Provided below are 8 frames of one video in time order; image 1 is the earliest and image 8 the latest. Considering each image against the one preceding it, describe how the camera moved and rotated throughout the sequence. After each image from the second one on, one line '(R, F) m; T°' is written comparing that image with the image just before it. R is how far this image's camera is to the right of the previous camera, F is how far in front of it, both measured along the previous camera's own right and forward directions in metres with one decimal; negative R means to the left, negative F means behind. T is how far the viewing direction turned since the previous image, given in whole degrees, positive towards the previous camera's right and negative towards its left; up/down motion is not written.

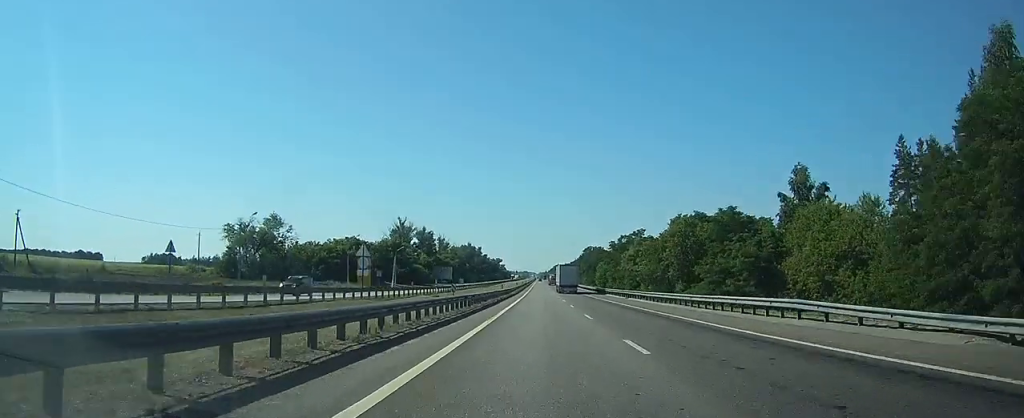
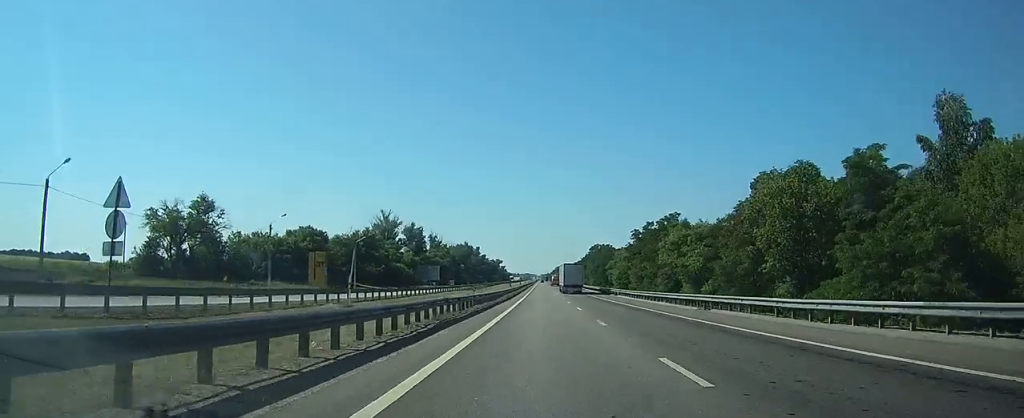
(0.0, +27.7) m; 0°
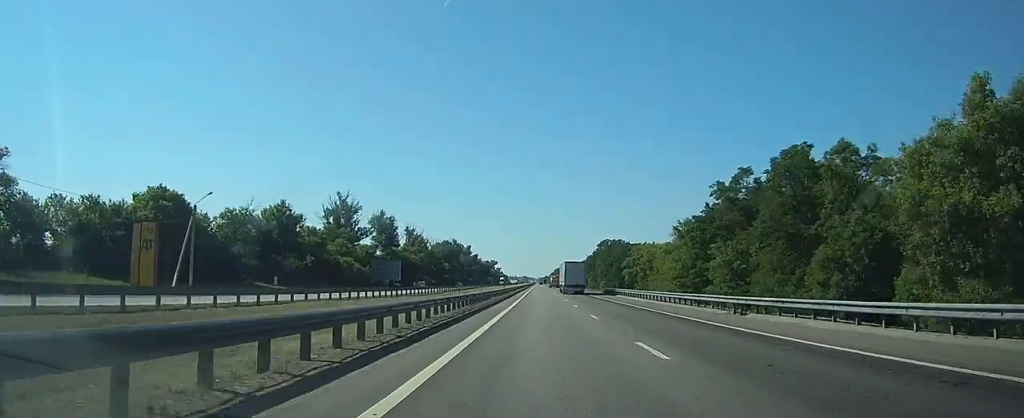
(-0.1, +44.7) m; 0°
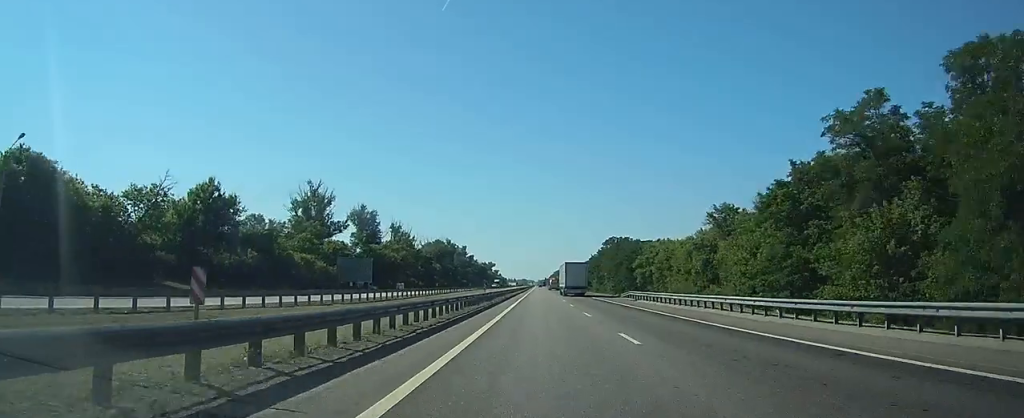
(0.0, +20.5) m; 0°
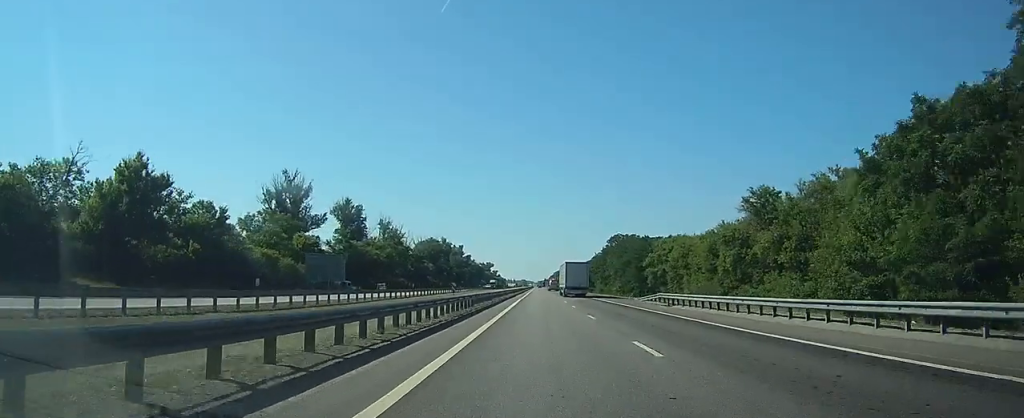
(0.0, +13.7) m; 0°
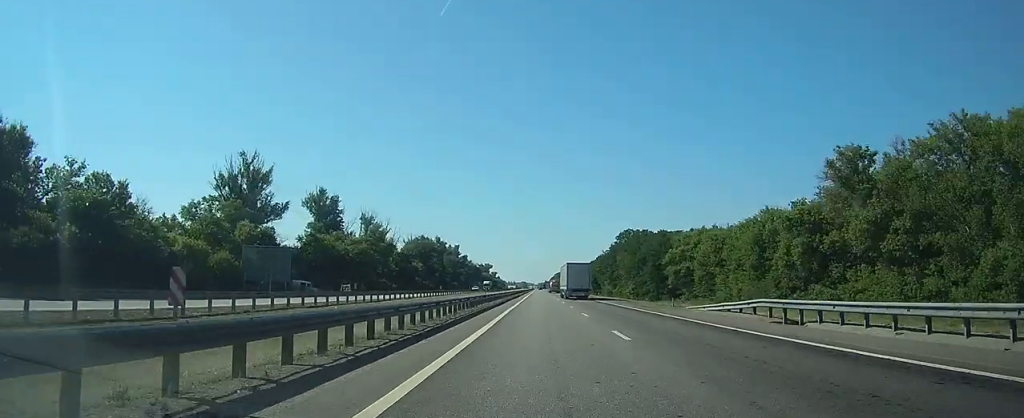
(0.0, +18.9) m; 0°
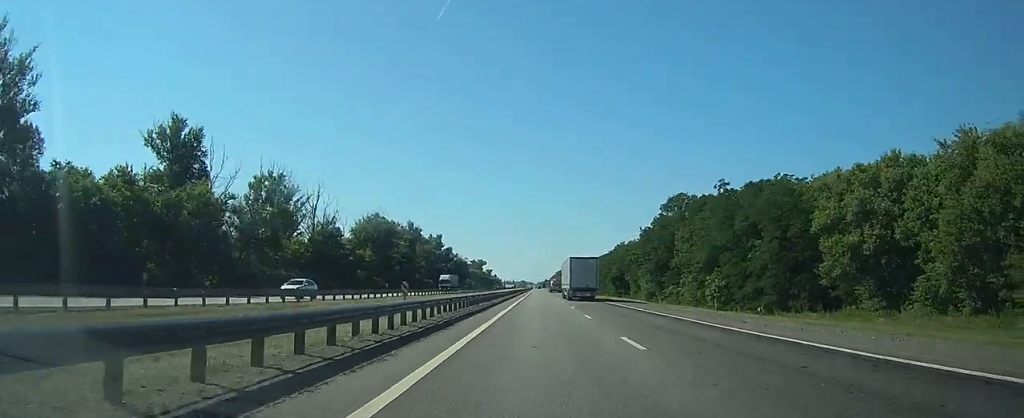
(+0.1, +52.8) m; 0°
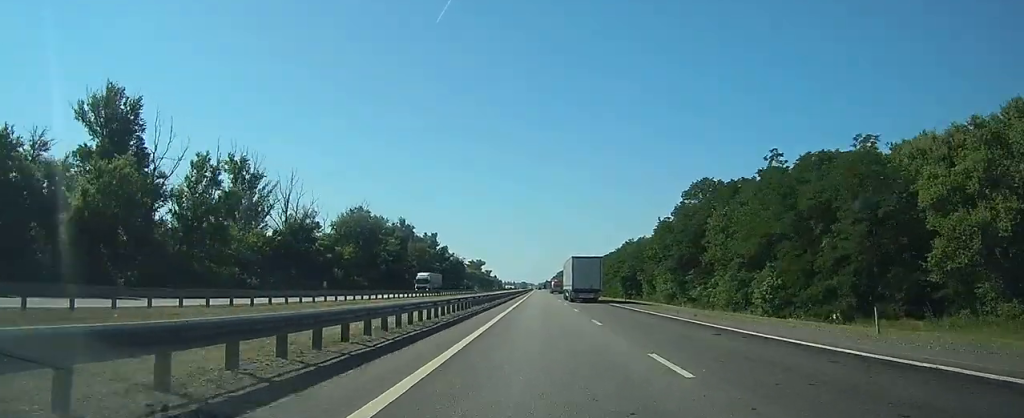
(0.0, +12.7) m; 0°
